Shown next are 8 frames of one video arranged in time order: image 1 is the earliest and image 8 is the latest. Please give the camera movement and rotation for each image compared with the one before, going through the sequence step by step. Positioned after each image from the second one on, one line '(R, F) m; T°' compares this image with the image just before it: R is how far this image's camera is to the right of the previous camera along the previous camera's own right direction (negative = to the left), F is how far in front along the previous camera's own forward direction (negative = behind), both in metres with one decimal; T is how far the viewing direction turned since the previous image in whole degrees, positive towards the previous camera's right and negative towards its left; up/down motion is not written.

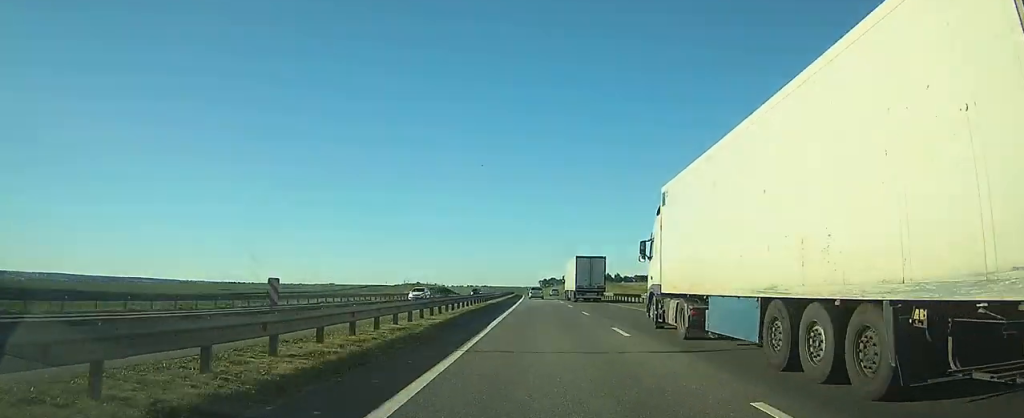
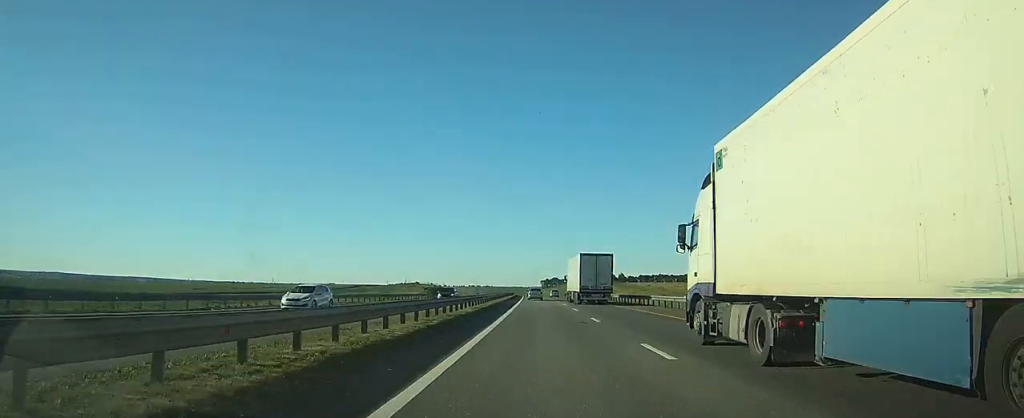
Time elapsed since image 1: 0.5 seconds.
(0.0, +16.9) m; 0°
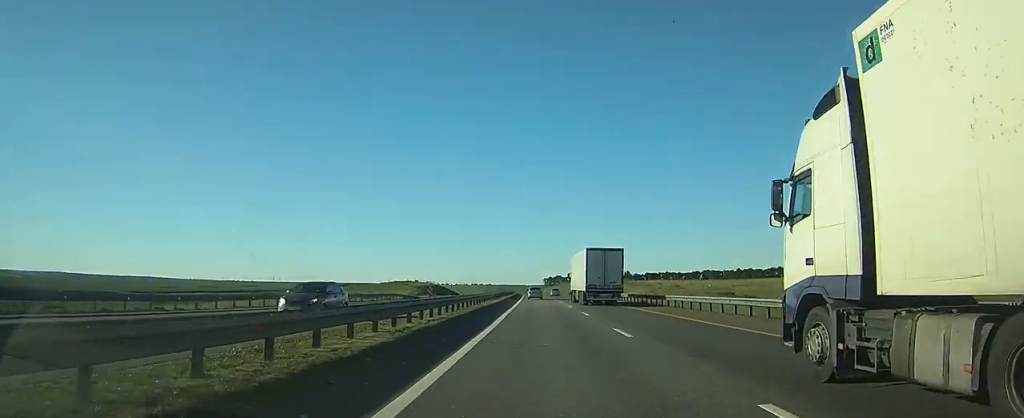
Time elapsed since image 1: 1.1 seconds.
(0.0, +19.2) m; 0°
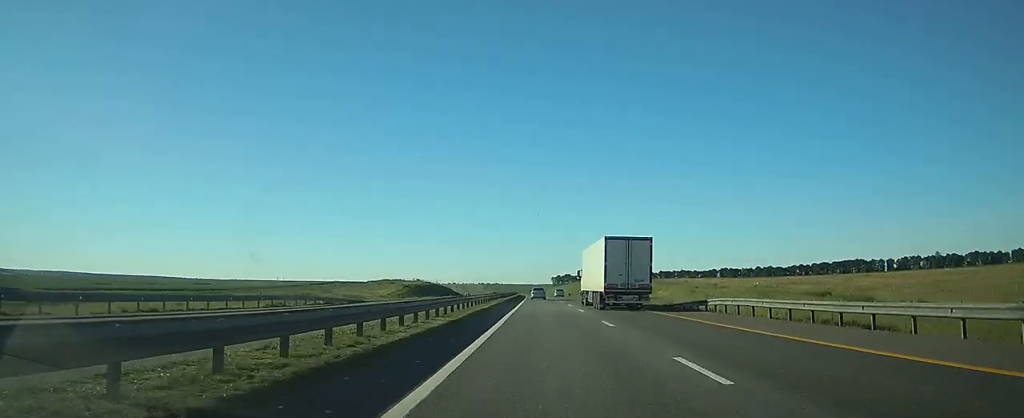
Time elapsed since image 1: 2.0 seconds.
(-0.2, +31.5) m; -1°
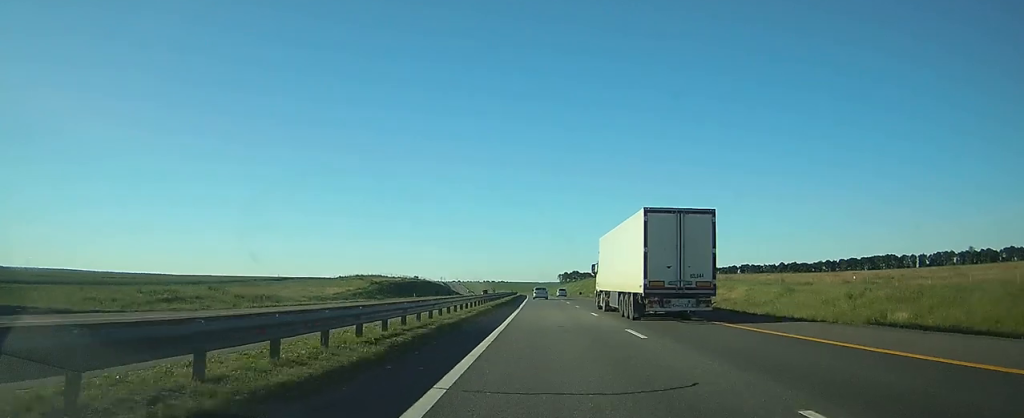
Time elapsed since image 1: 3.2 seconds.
(-0.3, +40.6) m; -1°
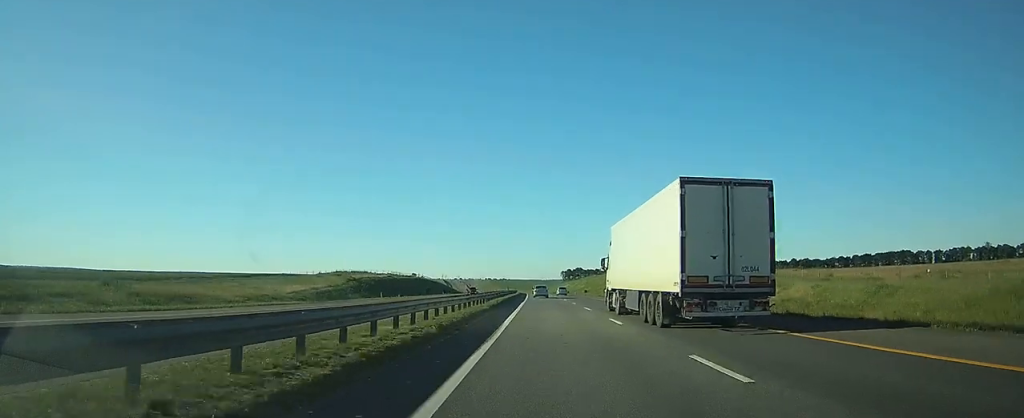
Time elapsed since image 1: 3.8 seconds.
(0.0, +19.2) m; 0°
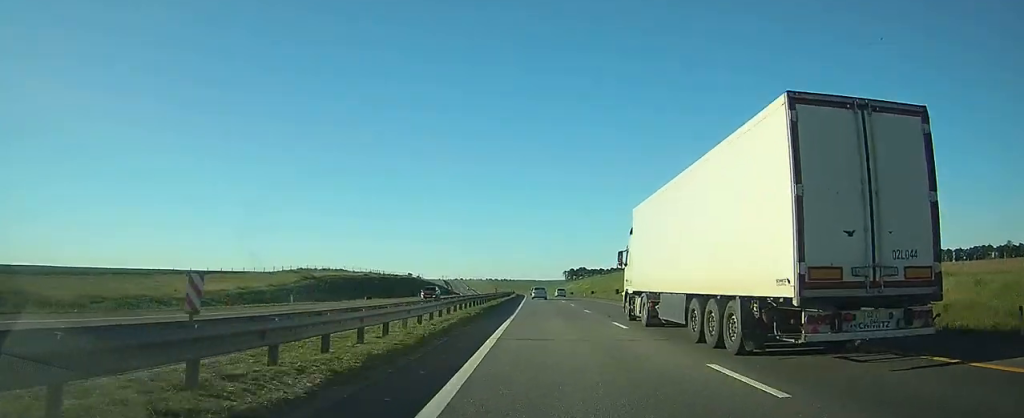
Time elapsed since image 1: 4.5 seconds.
(-0.1, +24.9) m; 0°
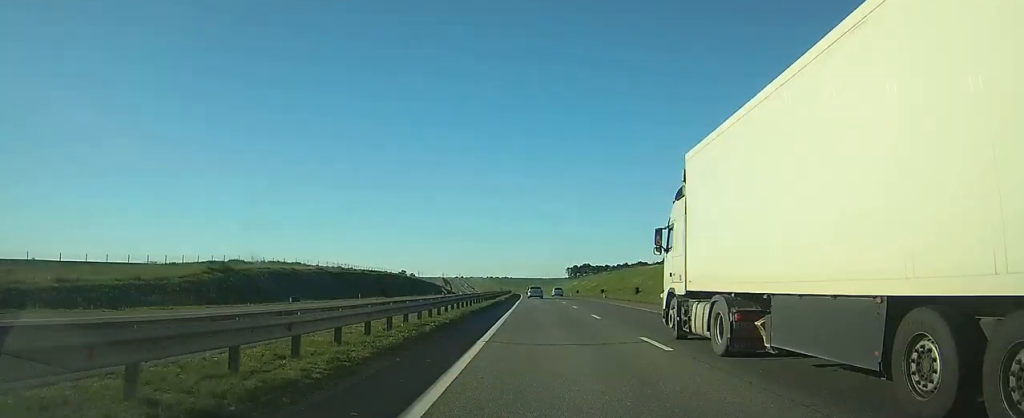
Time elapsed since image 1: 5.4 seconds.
(-0.1, +30.6) m; 0°
